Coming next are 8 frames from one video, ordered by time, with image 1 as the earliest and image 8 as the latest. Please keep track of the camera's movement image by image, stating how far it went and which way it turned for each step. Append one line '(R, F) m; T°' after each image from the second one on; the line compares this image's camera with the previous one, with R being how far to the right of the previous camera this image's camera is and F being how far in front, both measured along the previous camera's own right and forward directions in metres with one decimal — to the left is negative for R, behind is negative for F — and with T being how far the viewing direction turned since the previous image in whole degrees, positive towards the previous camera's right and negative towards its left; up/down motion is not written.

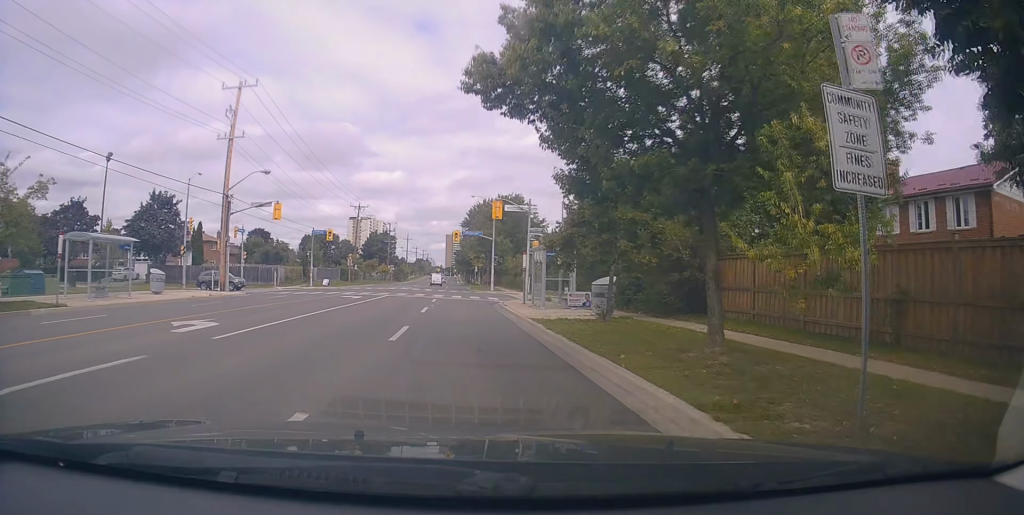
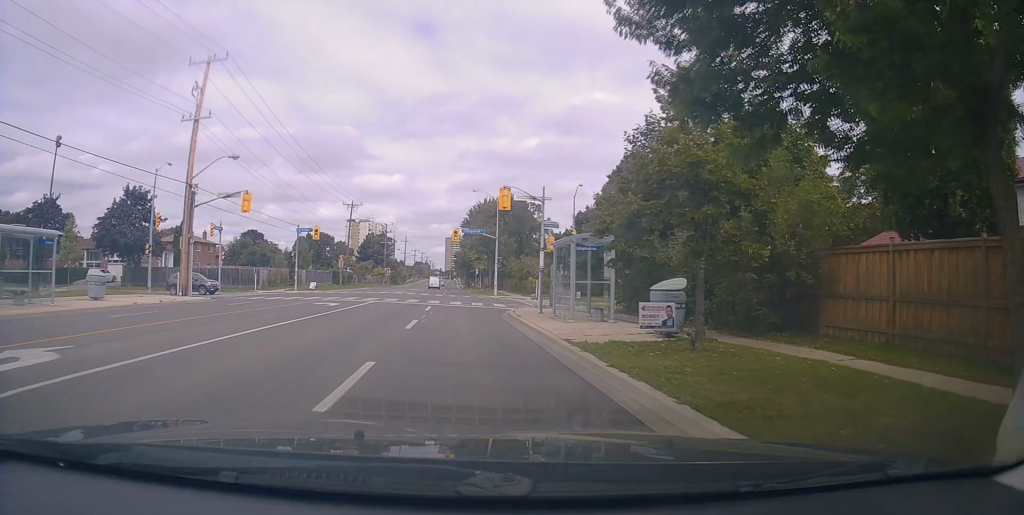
(+0.3, +5.6) m; 0°
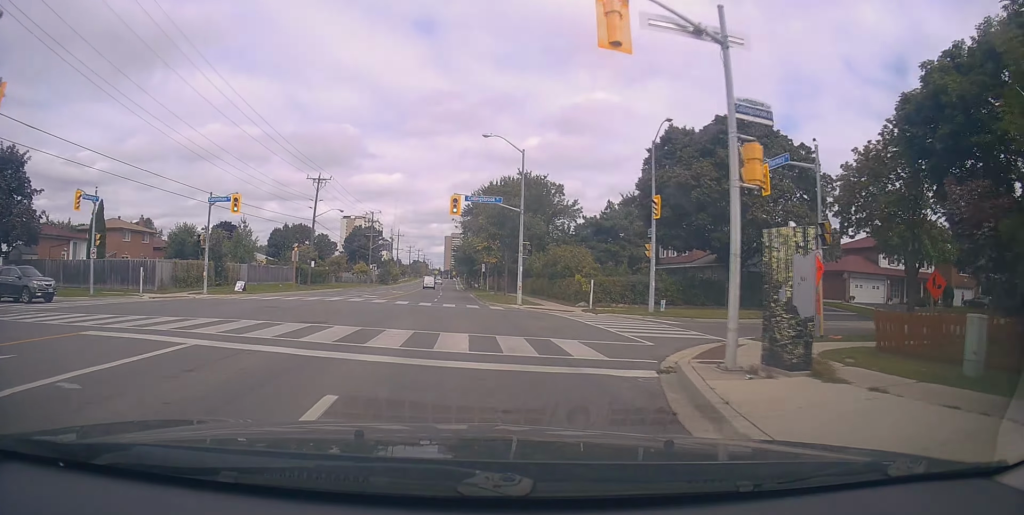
(-0.6, +20.4) m; -1°
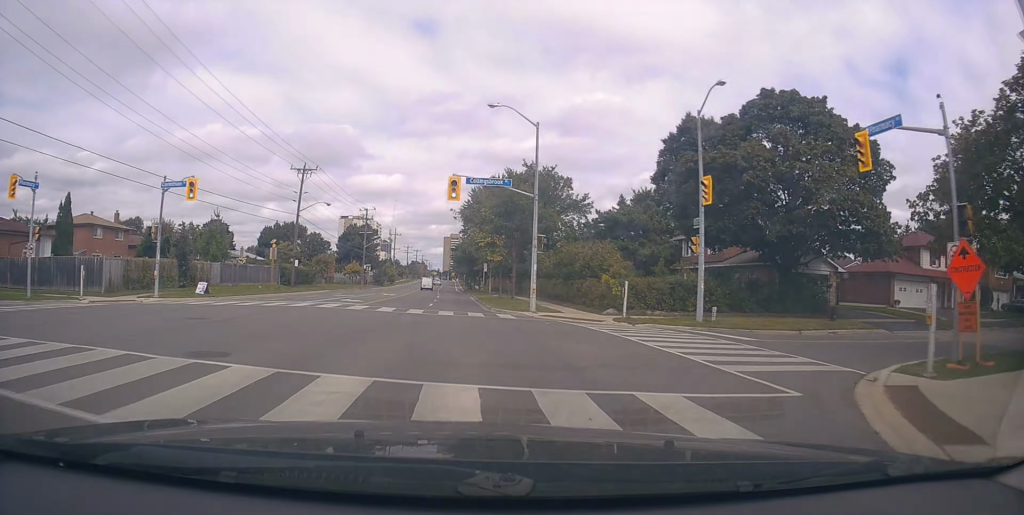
(+0.1, +6.2) m; +1°
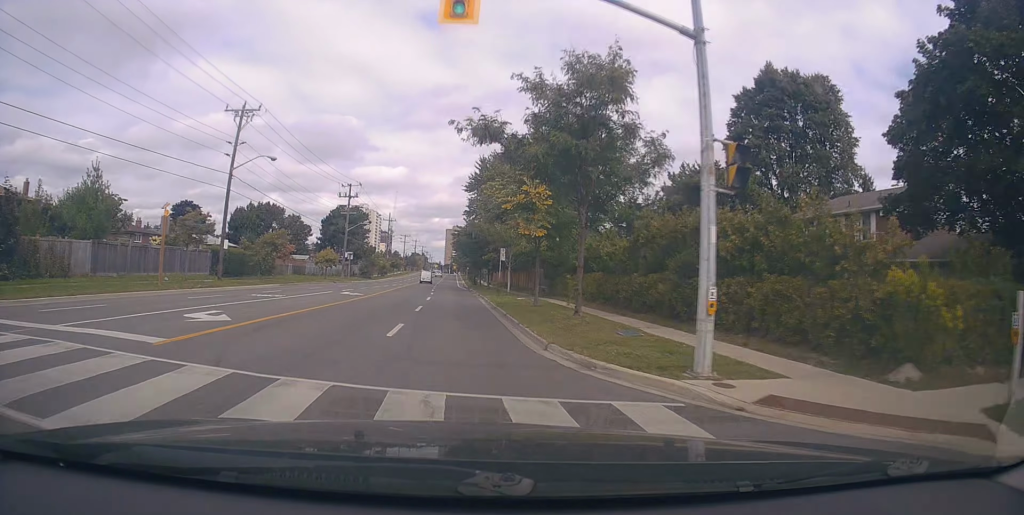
(+0.3, +18.5) m; -1°
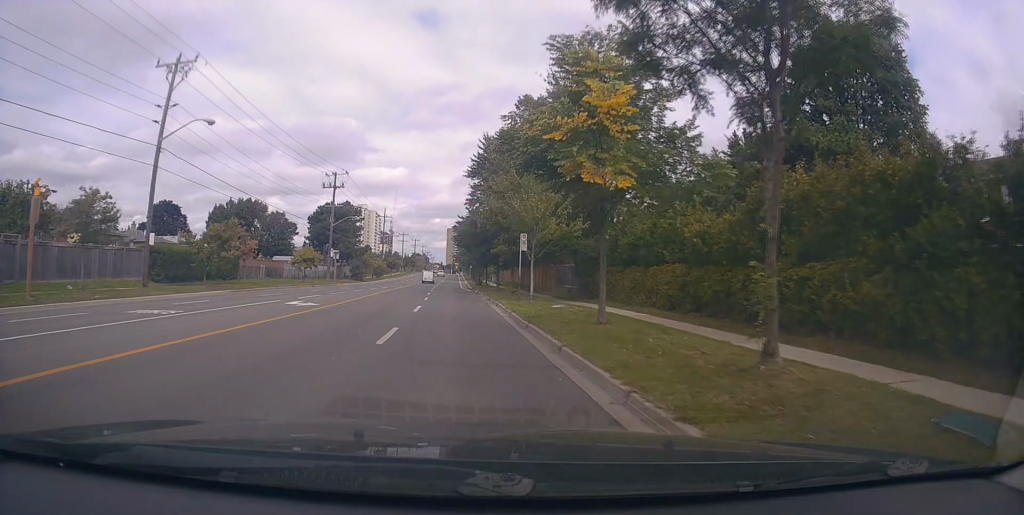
(-0.4, +10.4) m; +1°
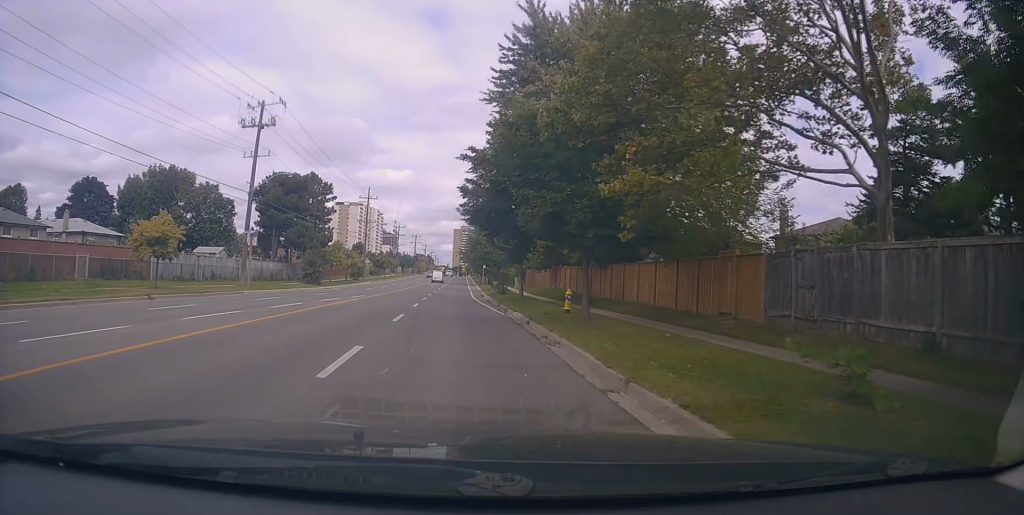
(0.0, +30.3) m; -2°
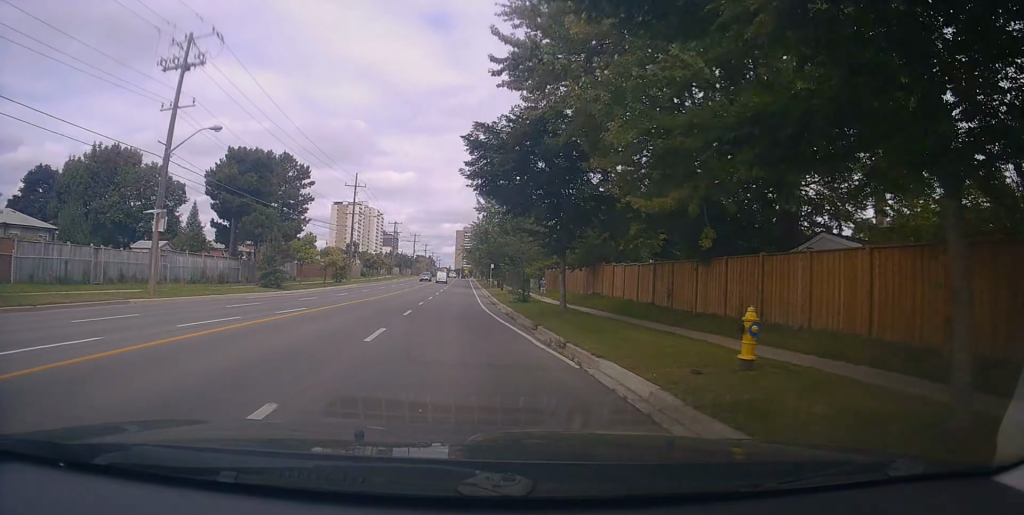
(-0.1, +13.4) m; +1°
